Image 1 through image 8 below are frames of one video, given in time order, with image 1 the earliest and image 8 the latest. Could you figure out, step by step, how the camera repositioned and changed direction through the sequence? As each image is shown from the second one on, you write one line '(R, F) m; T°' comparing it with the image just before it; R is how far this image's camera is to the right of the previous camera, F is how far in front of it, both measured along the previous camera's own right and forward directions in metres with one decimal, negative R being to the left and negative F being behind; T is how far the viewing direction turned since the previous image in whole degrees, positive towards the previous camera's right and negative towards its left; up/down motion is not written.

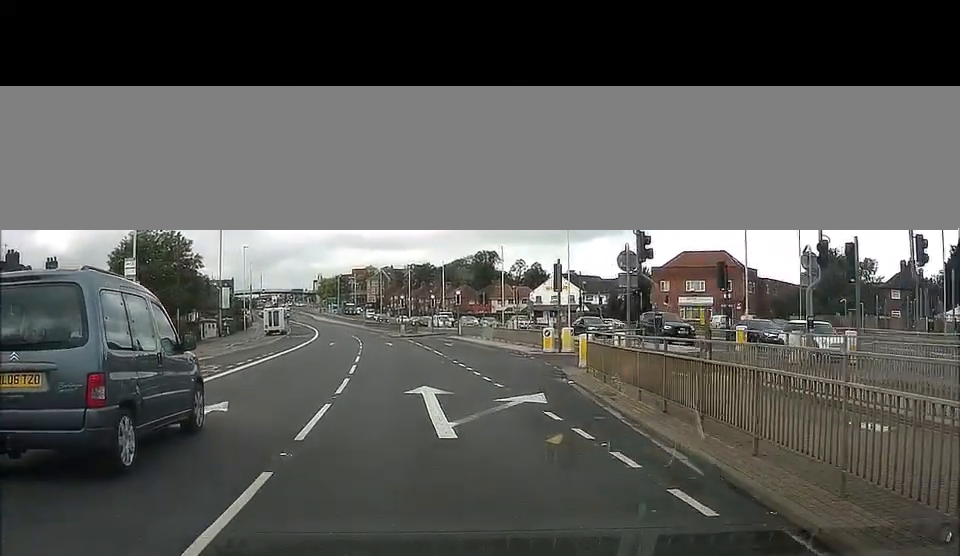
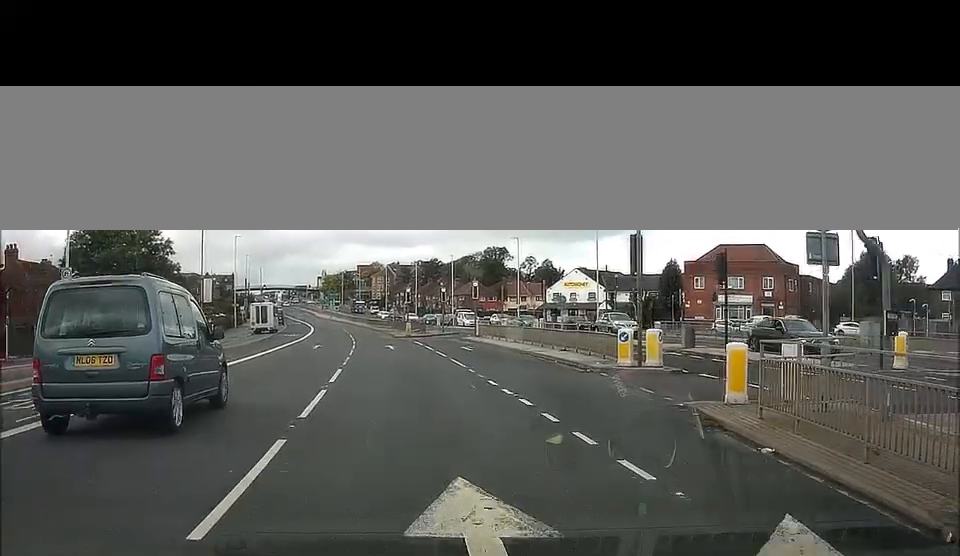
(-0.1, +9.5) m; -1°
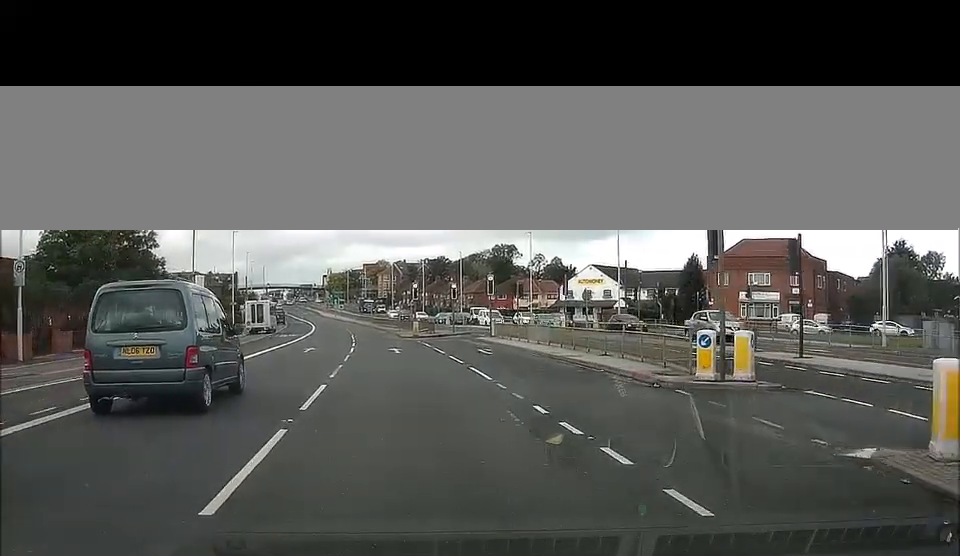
(0.0, +4.8) m; 0°
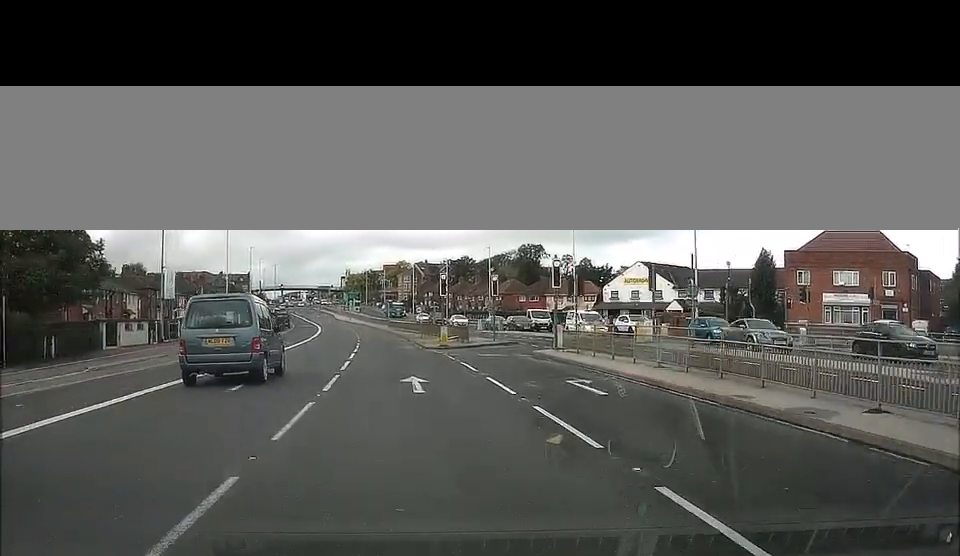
(-0.3, +15.4) m; -3°
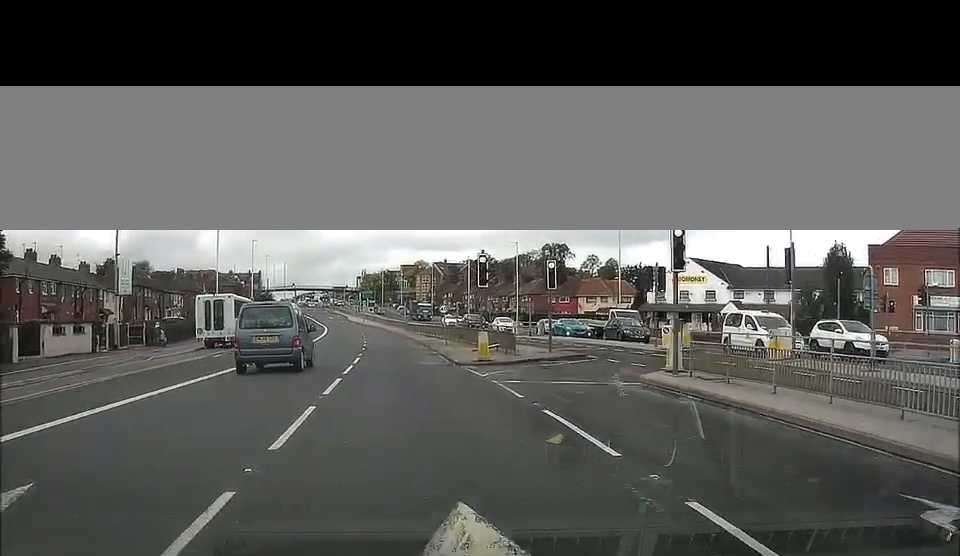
(-0.1, +13.5) m; +2°
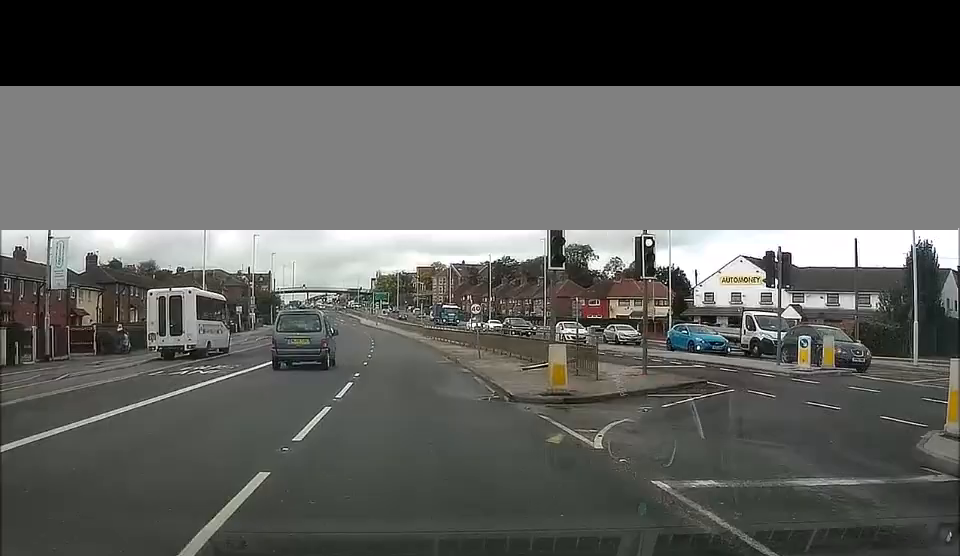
(+0.5, +11.6) m; 0°
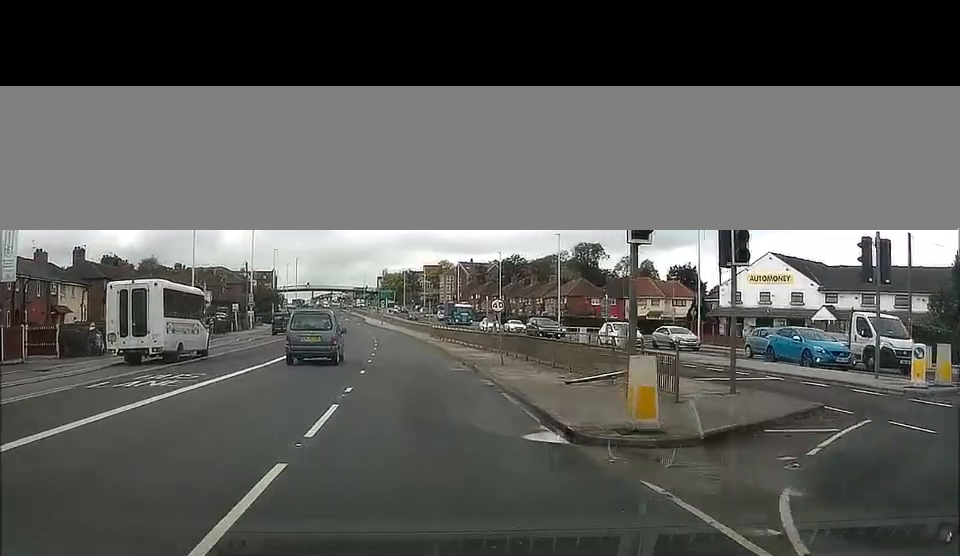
(+0.1, +5.7) m; -1°
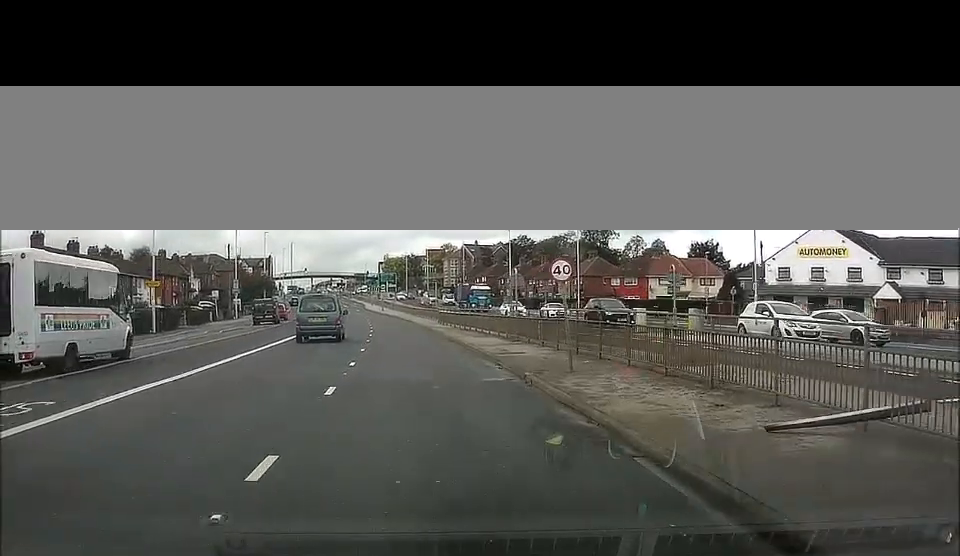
(-0.7, +10.6) m; -2°
